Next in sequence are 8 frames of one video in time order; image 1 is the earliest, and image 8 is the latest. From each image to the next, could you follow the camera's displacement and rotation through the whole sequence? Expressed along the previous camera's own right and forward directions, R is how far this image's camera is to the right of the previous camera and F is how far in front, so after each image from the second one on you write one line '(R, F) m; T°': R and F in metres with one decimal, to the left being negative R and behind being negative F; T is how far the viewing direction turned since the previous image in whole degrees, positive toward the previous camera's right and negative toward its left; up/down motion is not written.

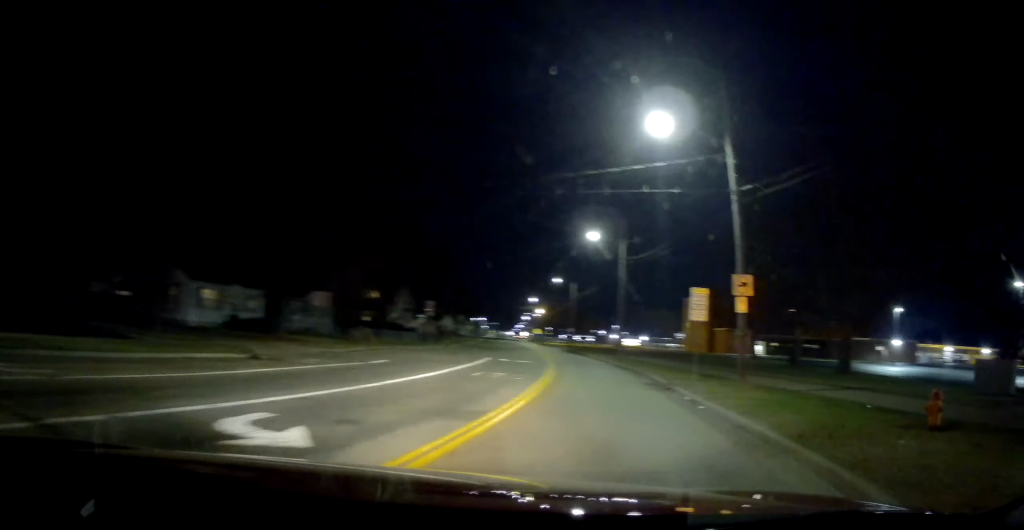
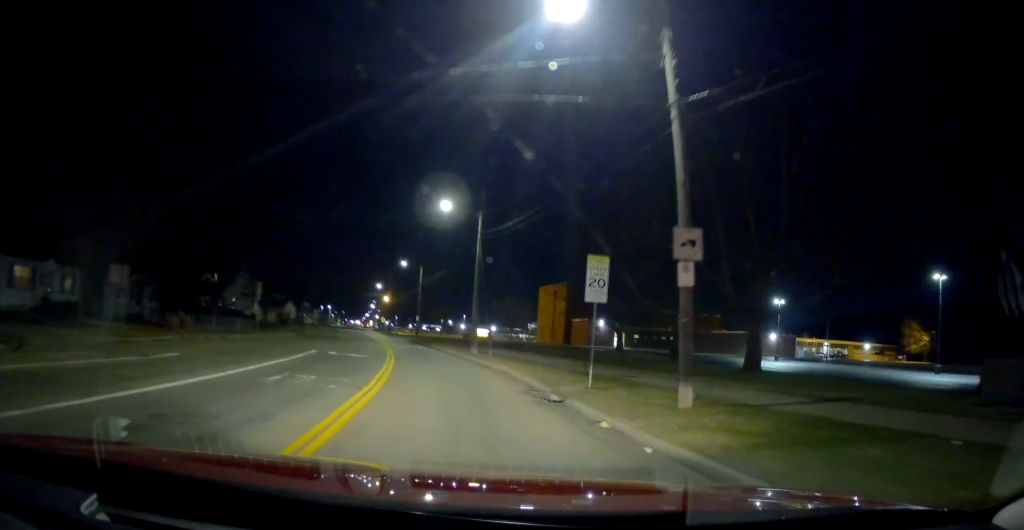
(+1.0, +5.5) m; +16°
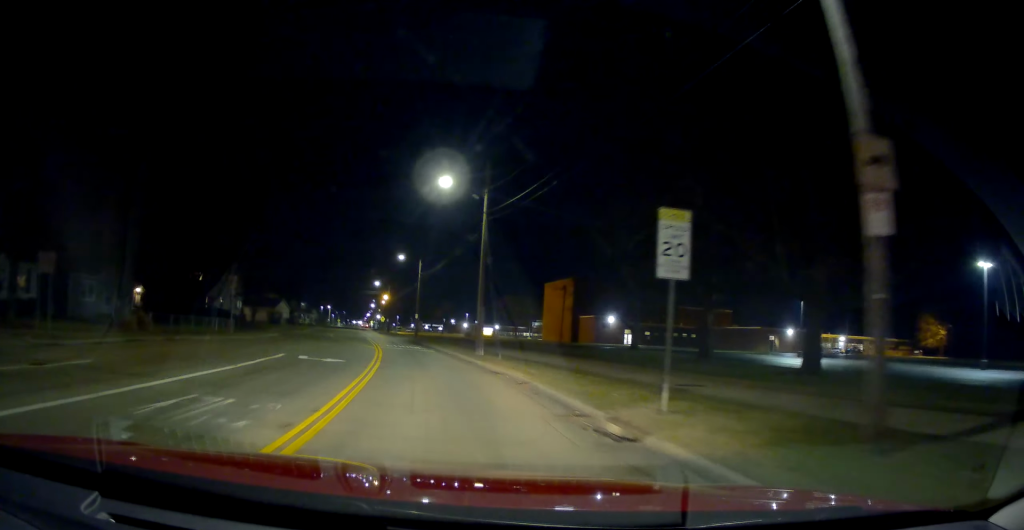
(+0.4, +5.0) m; +6°
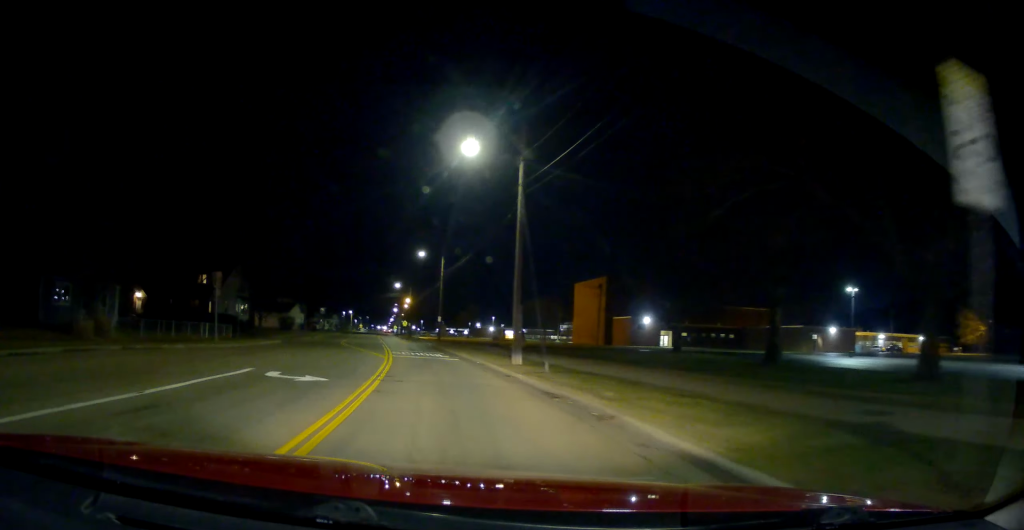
(+0.1, +5.8) m; +3°
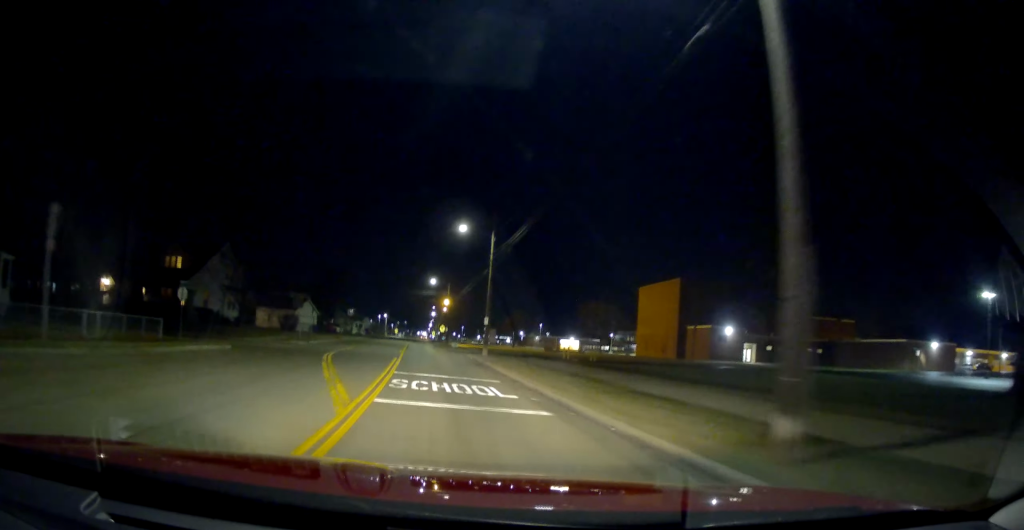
(+0.1, +16.9) m; -1°
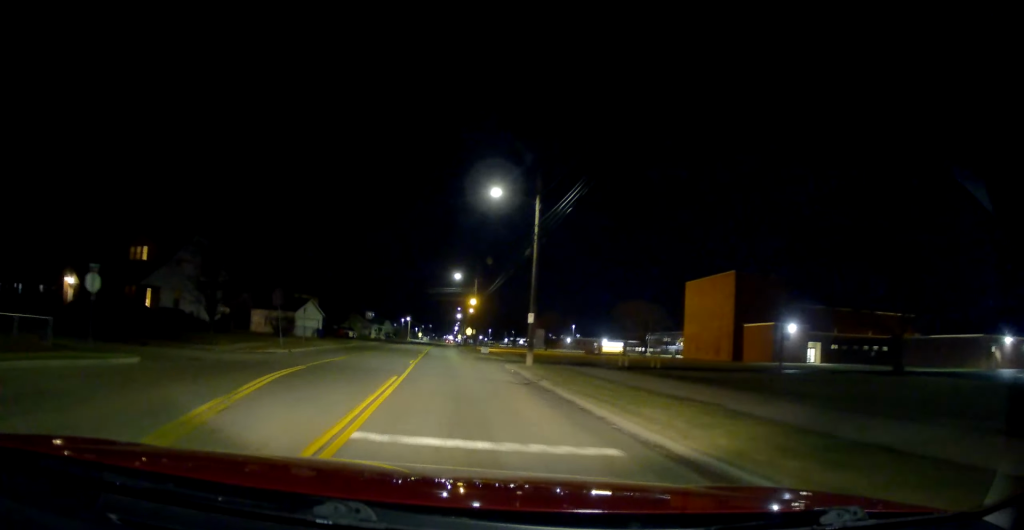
(-0.1, +10.9) m; -6°
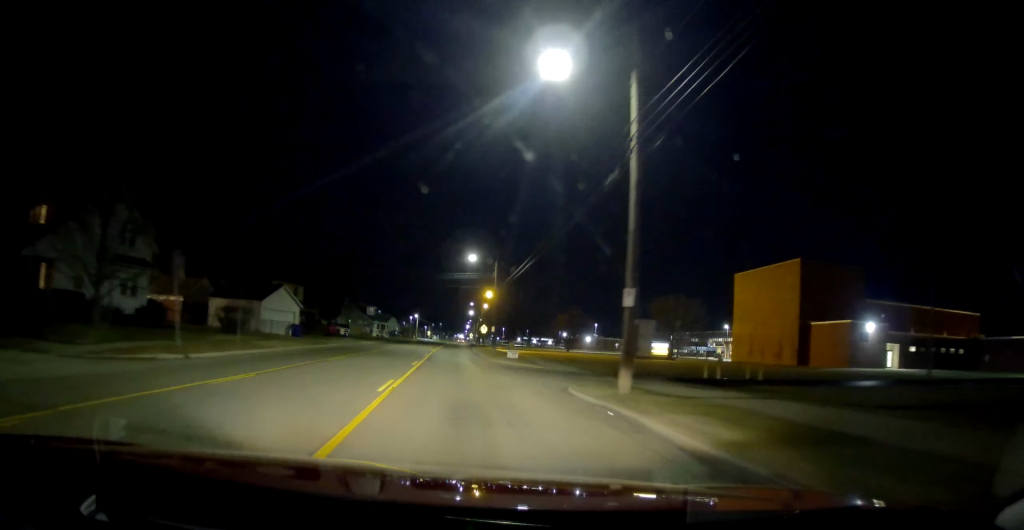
(-1.5, +14.6) m; -6°
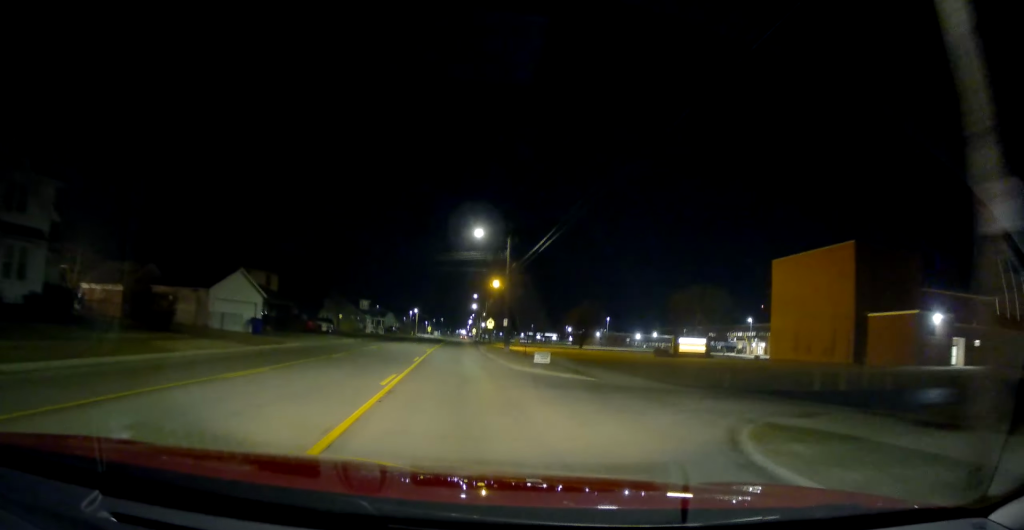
(0.0, +11.0) m; +2°
